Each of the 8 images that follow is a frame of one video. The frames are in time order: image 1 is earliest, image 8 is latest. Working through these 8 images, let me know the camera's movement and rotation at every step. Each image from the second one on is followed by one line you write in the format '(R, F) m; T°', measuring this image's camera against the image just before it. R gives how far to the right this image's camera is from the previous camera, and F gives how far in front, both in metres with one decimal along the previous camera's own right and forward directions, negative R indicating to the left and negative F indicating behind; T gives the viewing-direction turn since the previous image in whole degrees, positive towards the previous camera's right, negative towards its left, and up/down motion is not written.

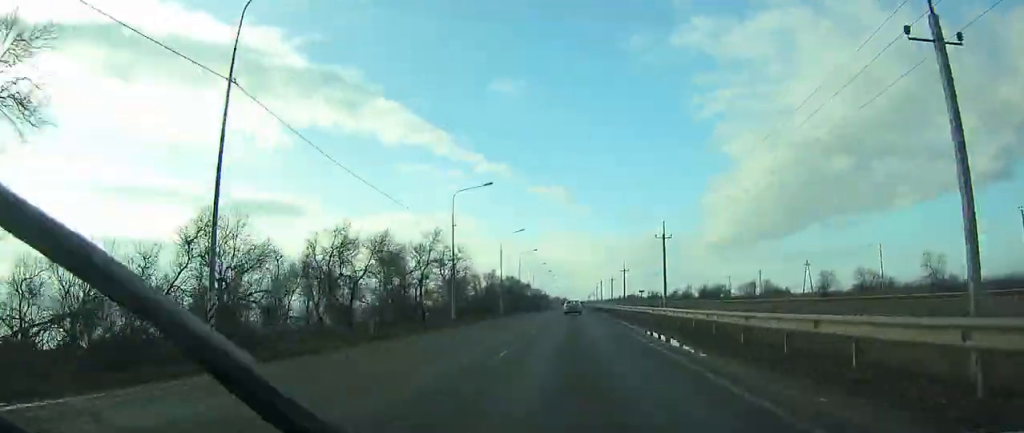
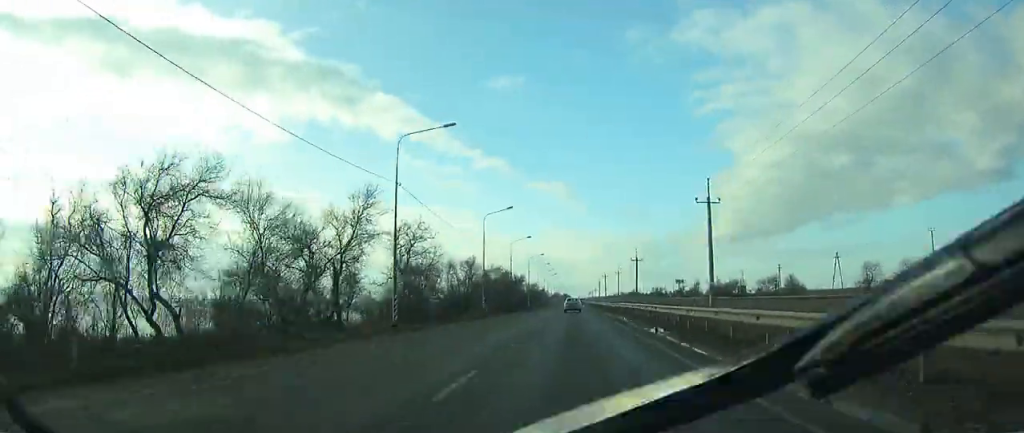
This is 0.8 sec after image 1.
(-0.1, +17.0) m; 0°
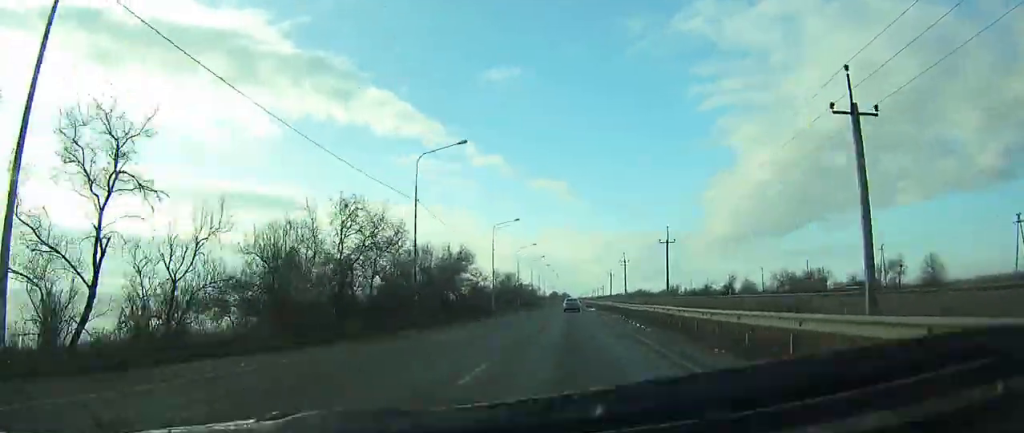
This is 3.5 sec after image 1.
(0.0, +59.2) m; 0°
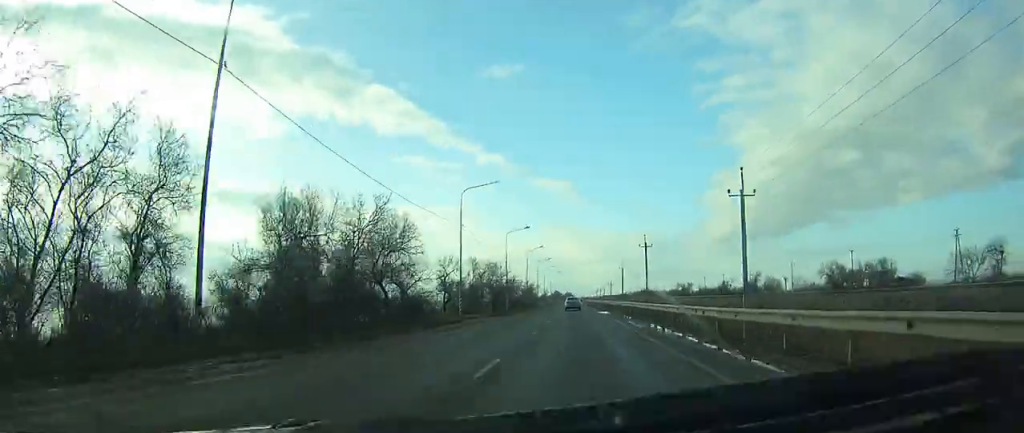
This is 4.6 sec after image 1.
(0.0, +23.4) m; 0°
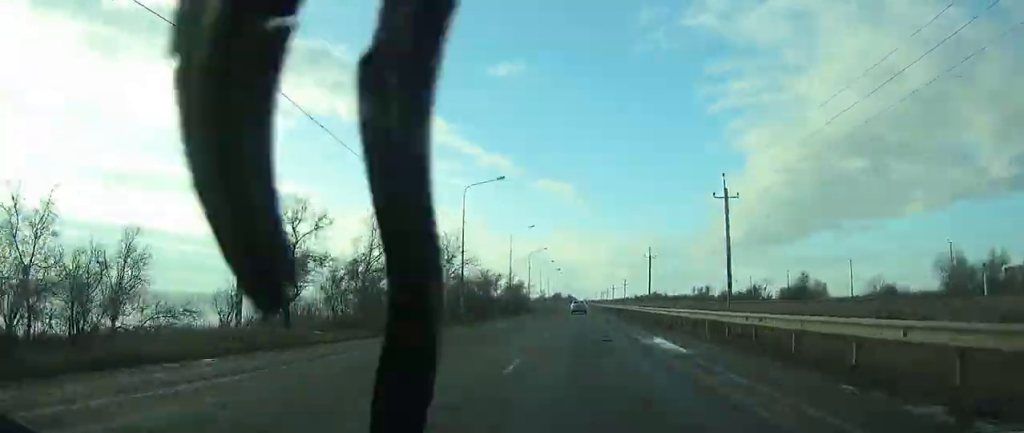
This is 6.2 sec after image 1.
(-0.1, +35.6) m; 0°
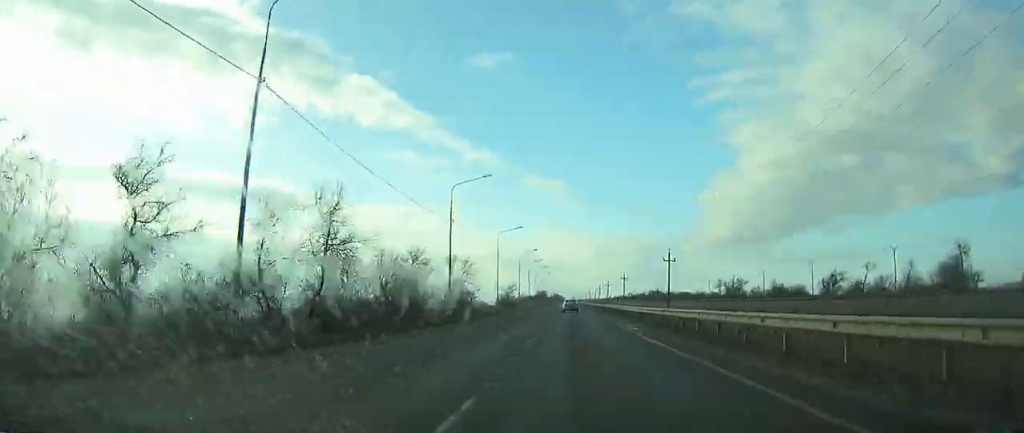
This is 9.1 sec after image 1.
(+0.4, +66.1) m; 0°
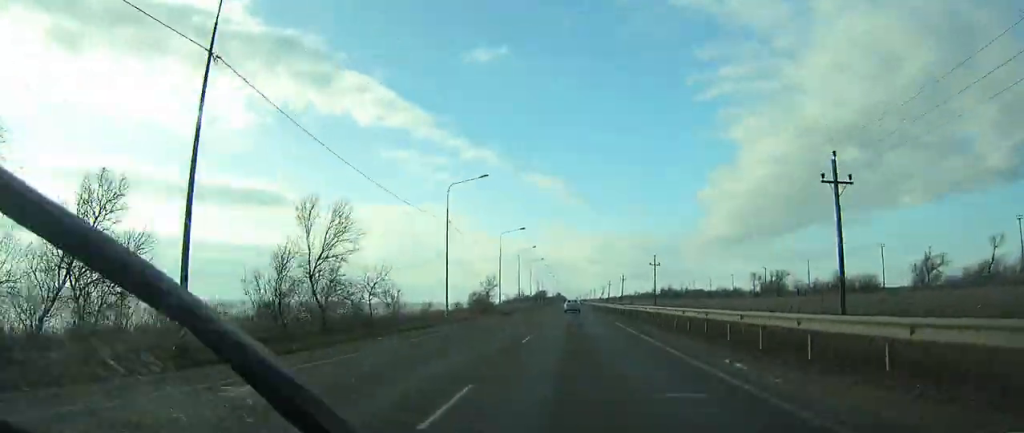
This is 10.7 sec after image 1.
(0.0, +34.9) m; 0°
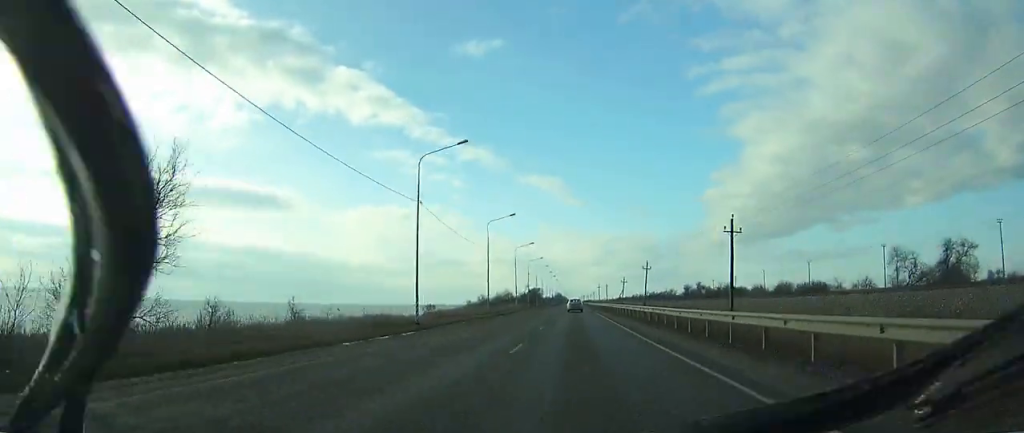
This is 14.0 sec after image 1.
(-0.3, +76.1) m; 0°
